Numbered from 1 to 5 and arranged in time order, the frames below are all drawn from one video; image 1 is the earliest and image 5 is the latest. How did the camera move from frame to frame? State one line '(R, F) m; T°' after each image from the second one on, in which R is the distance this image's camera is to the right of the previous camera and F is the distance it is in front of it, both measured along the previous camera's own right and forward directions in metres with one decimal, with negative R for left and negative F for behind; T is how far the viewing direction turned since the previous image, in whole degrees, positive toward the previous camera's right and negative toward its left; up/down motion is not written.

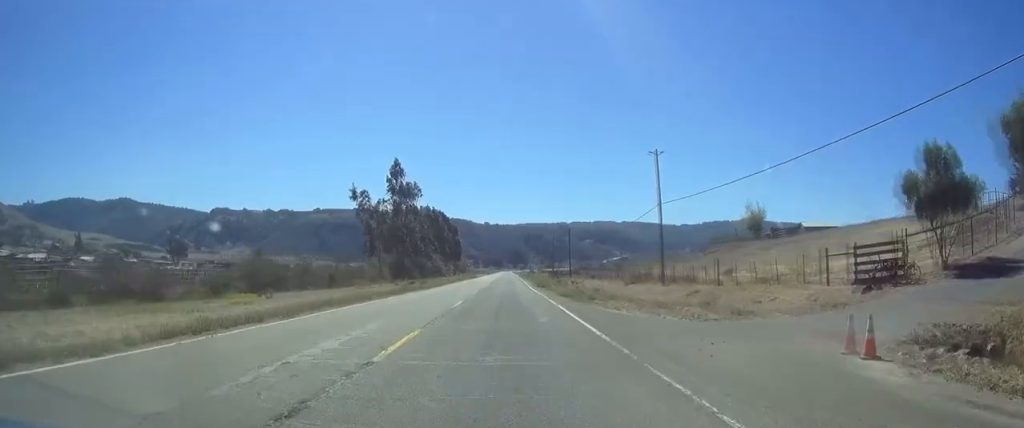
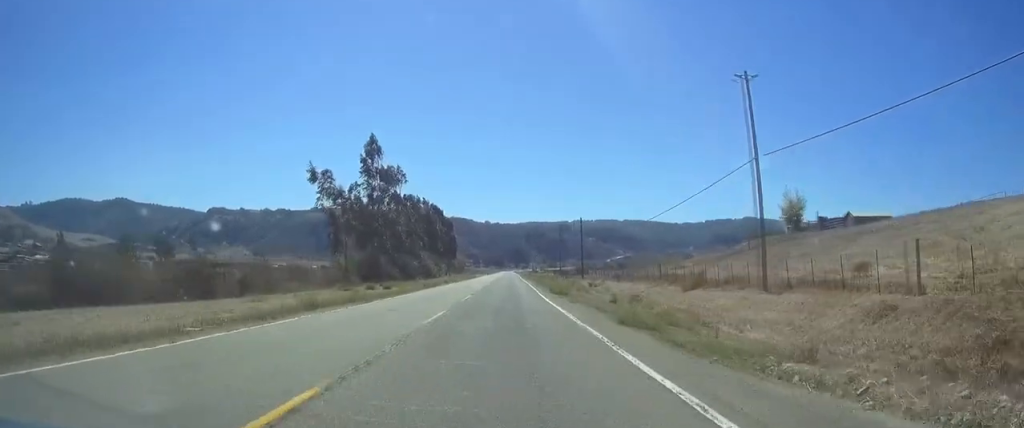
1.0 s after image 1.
(0.0, +20.4) m; 0°
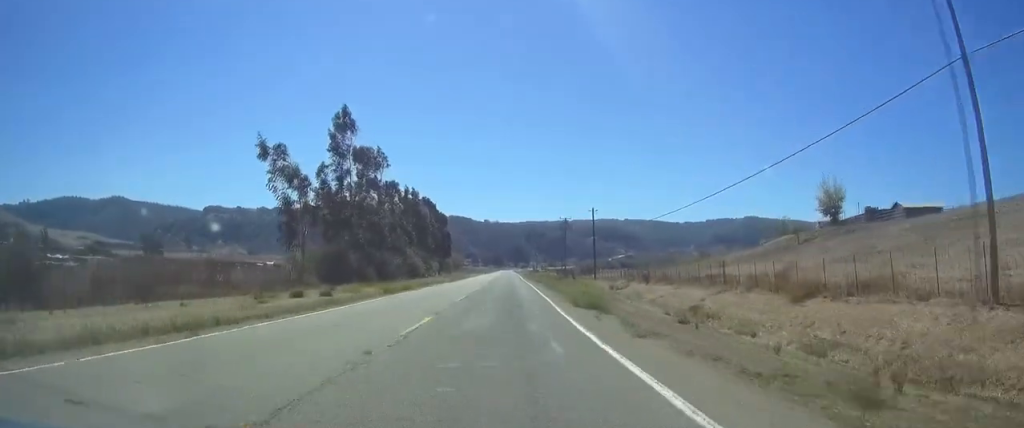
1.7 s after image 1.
(0.0, +16.6) m; 0°
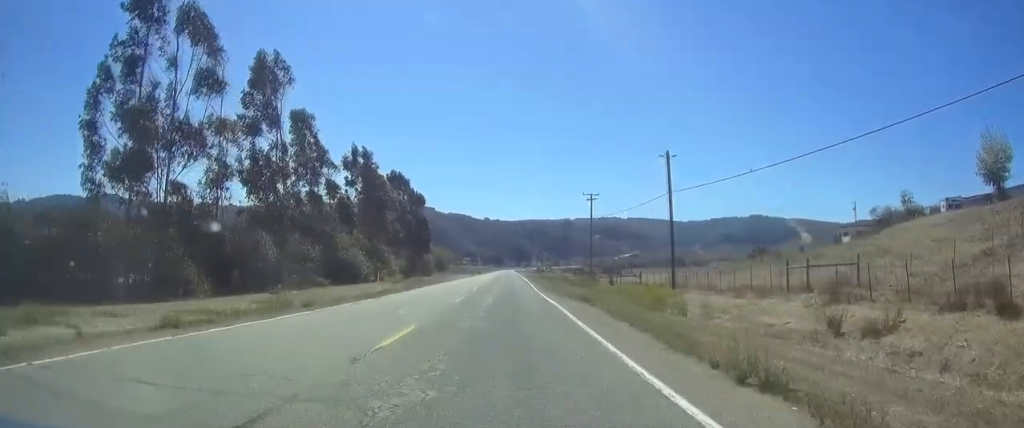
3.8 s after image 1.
(0.0, +46.1) m; 0°
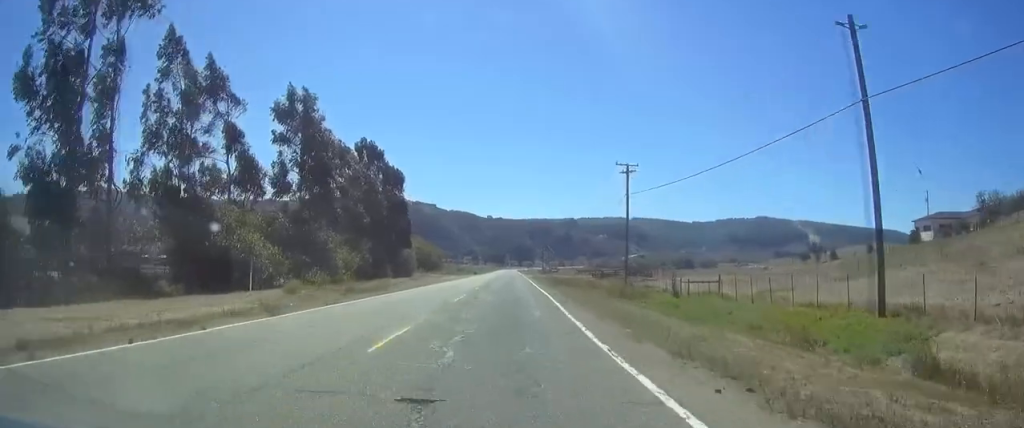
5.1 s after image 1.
(-0.1, +29.2) m; 0°
